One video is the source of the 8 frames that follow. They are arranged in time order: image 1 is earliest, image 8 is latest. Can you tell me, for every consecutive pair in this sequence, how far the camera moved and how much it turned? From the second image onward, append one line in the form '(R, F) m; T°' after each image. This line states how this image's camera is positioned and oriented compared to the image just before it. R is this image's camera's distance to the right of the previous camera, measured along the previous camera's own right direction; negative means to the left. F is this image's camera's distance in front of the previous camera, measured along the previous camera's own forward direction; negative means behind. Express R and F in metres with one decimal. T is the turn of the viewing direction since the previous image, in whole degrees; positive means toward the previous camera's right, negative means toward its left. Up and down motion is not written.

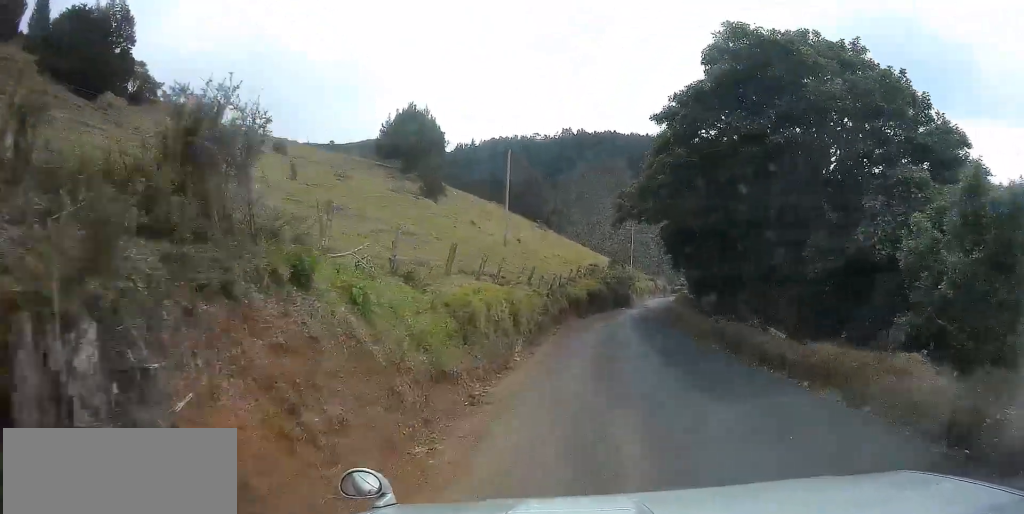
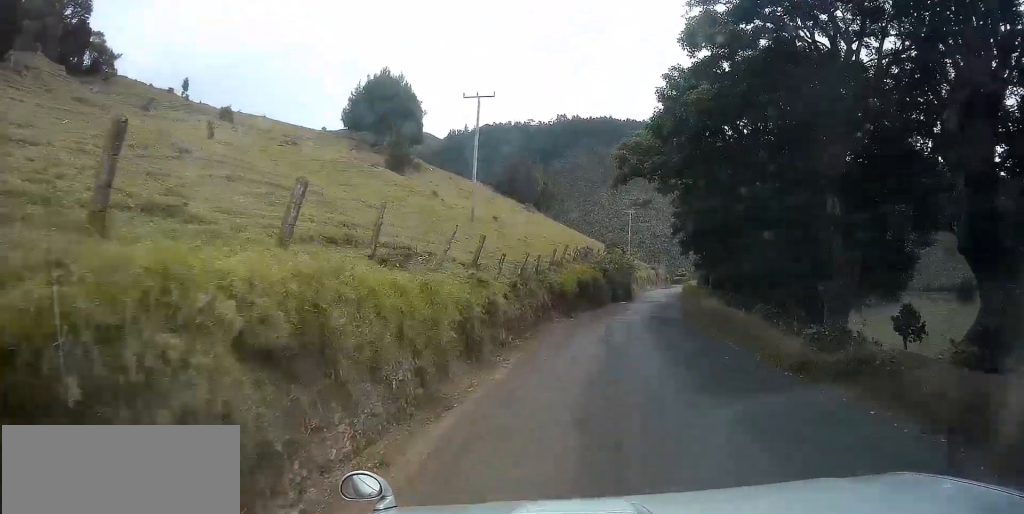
(-0.2, +10.7) m; -3°
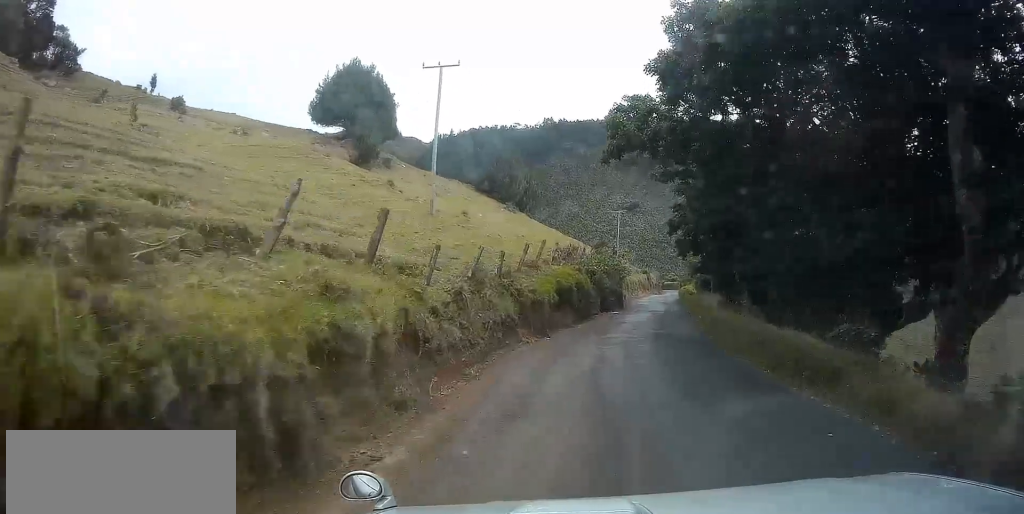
(-0.3, +6.6) m; -1°
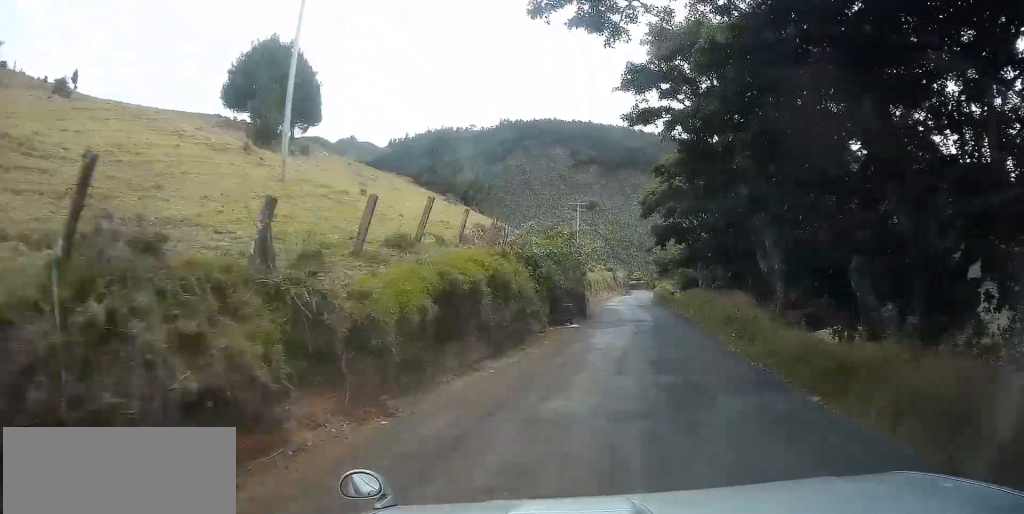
(+0.2, +12.0) m; +3°
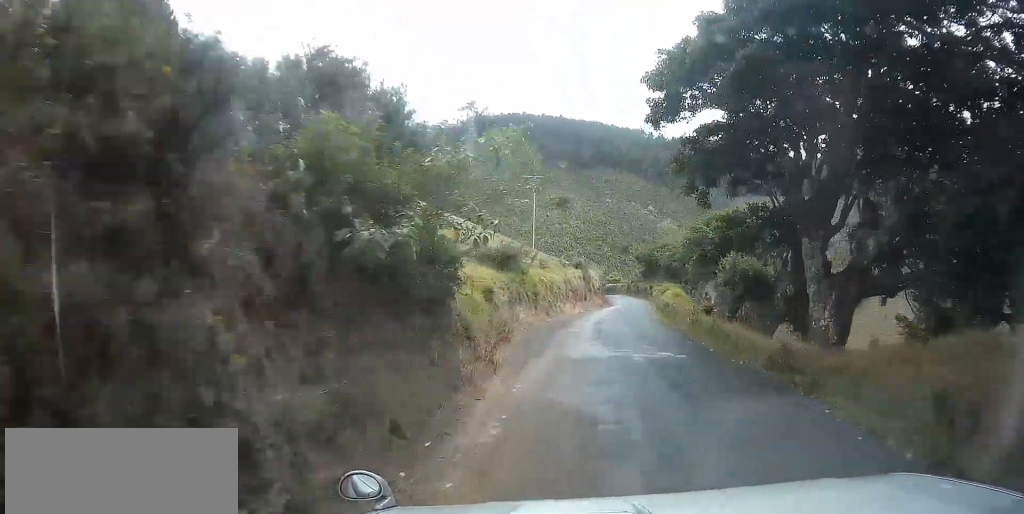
(+1.7, +25.4) m; +6°
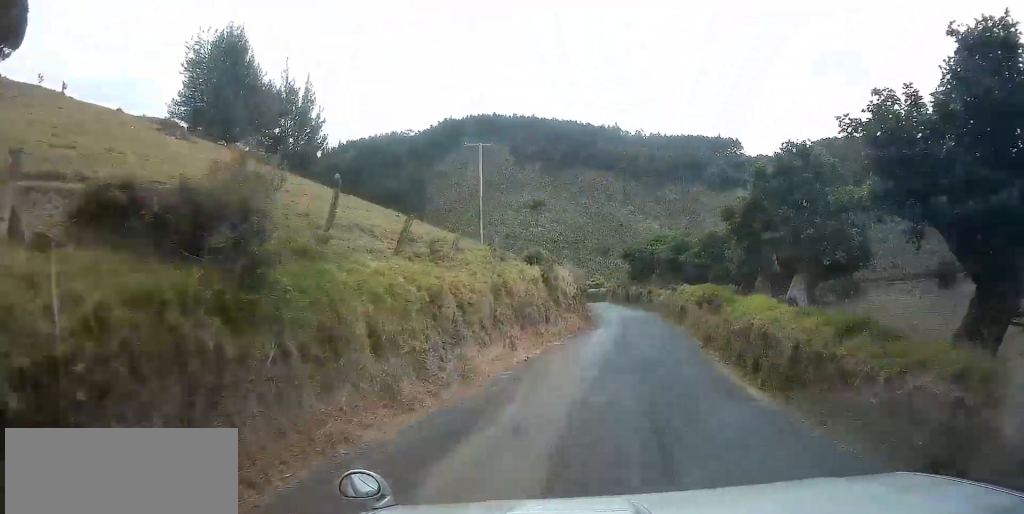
(+0.1, +18.1) m; +1°
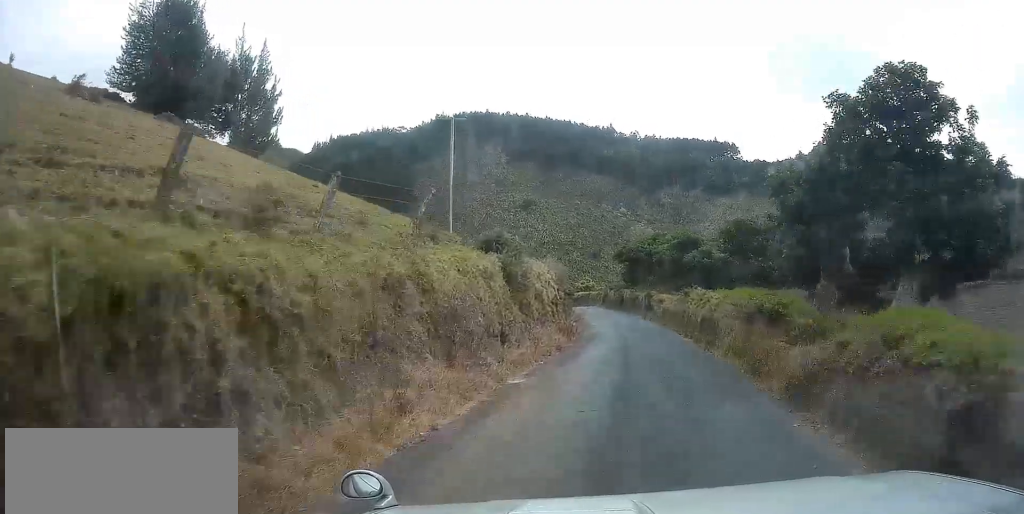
(0.0, +7.2) m; +1°
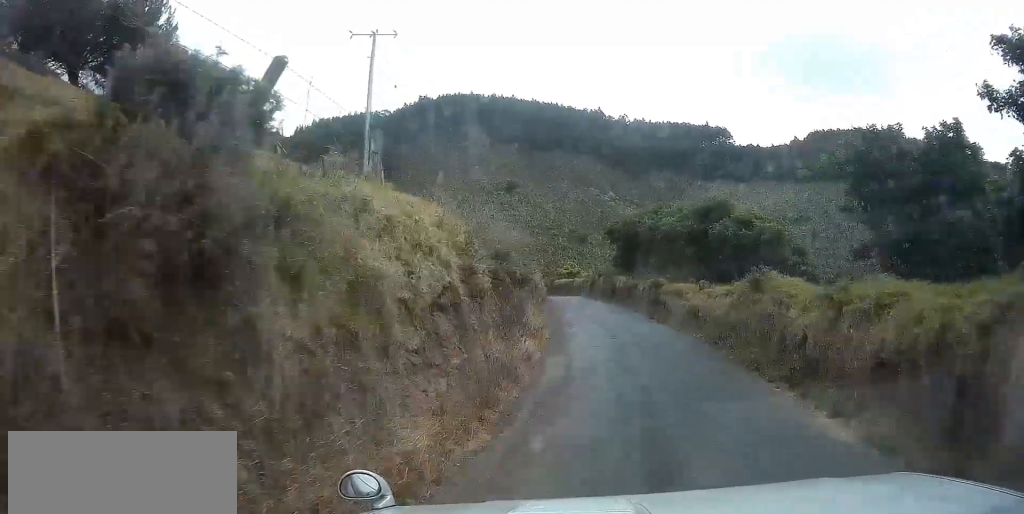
(+0.1, +12.6) m; +1°
